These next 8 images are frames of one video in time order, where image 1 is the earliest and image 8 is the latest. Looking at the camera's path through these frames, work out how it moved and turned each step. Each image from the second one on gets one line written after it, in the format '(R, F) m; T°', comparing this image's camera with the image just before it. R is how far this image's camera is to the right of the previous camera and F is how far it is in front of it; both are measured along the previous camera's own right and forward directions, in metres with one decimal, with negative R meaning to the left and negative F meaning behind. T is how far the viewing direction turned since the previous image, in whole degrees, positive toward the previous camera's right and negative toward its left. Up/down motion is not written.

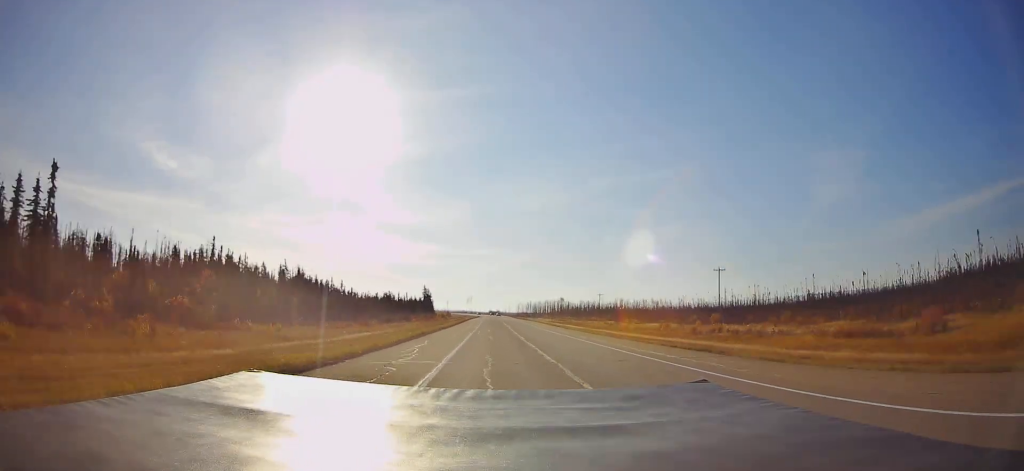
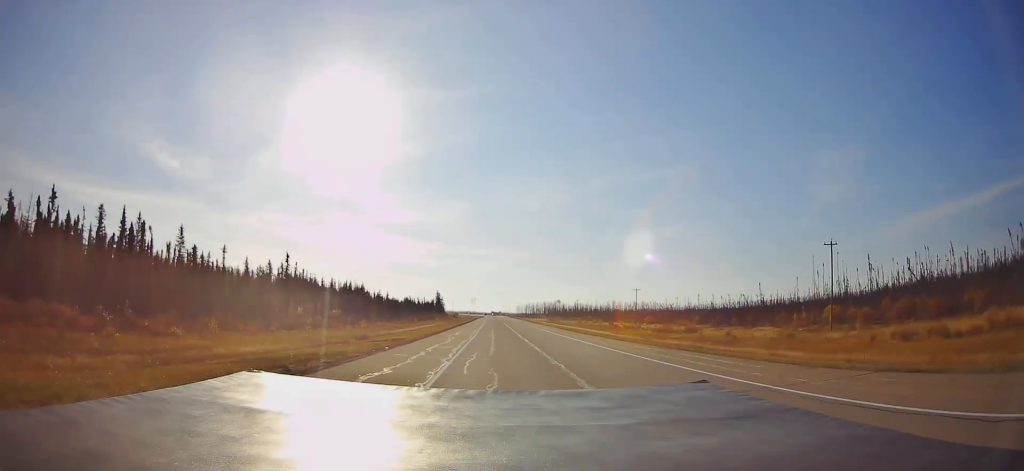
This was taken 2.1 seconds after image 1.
(0.0, +54.1) m; 0°
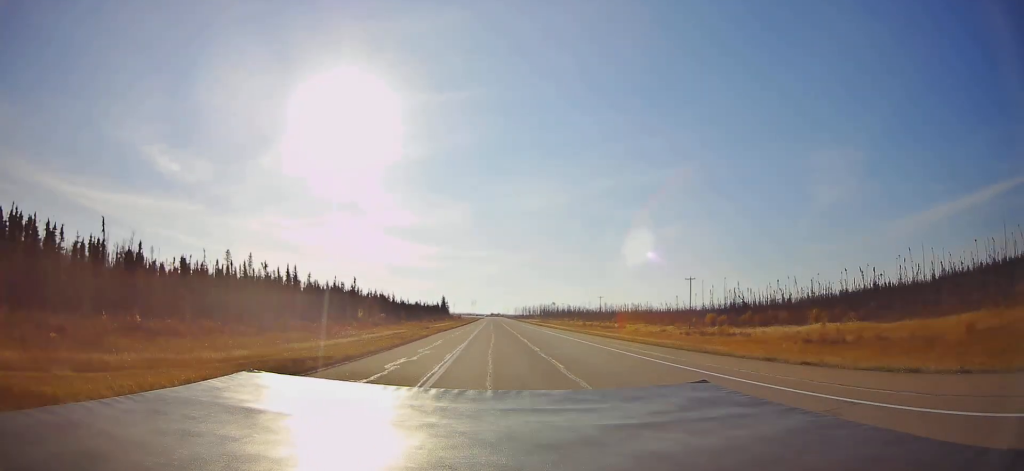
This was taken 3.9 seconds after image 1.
(0.0, +46.5) m; 0°
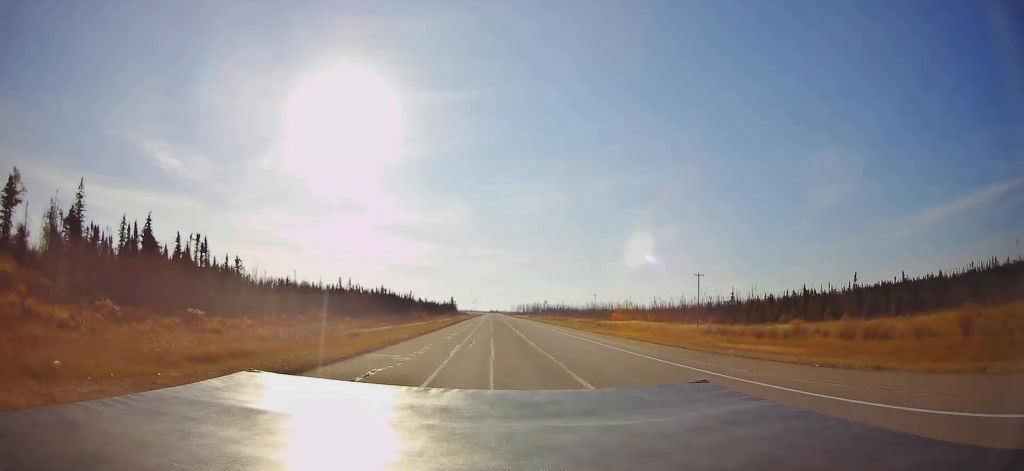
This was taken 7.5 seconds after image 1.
(0.0, +93.8) m; 0°
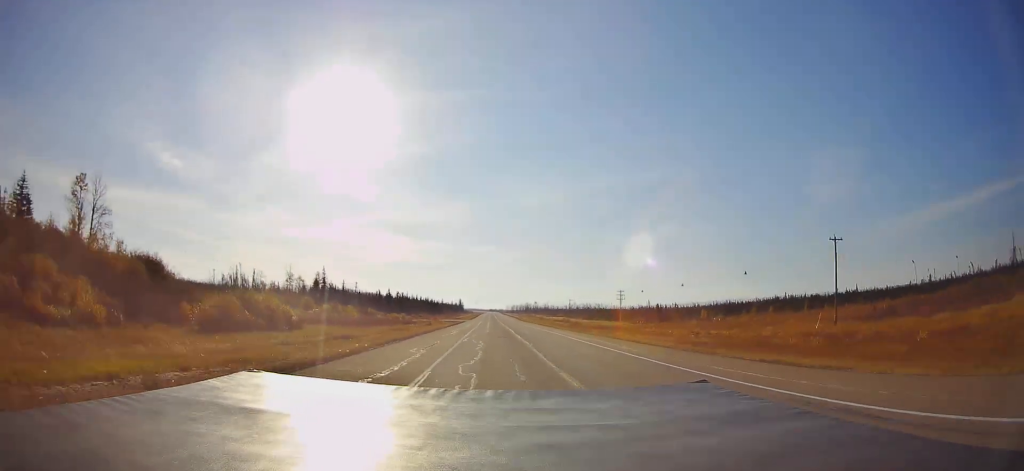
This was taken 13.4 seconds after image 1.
(-0.8, +156.5) m; 0°
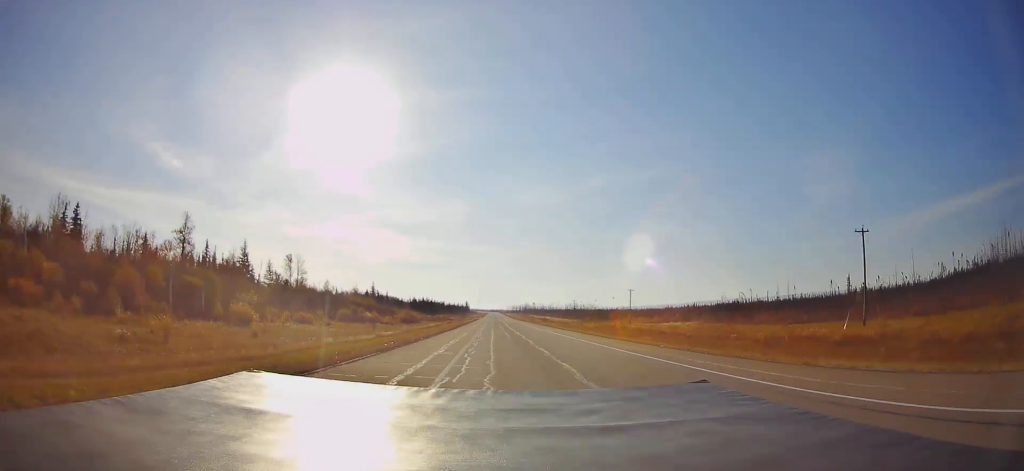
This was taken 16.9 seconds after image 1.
(+0.1, +94.2) m; 0°
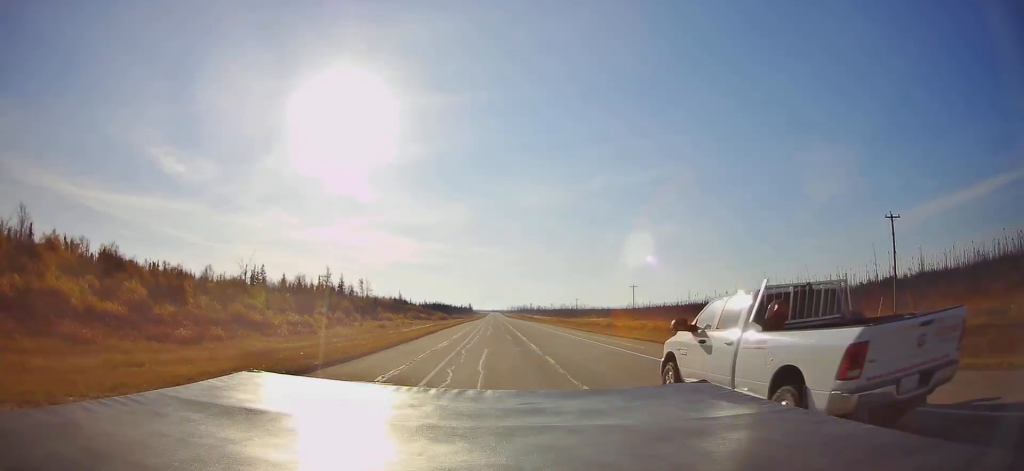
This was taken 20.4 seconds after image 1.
(+0.1, +94.5) m; 0°
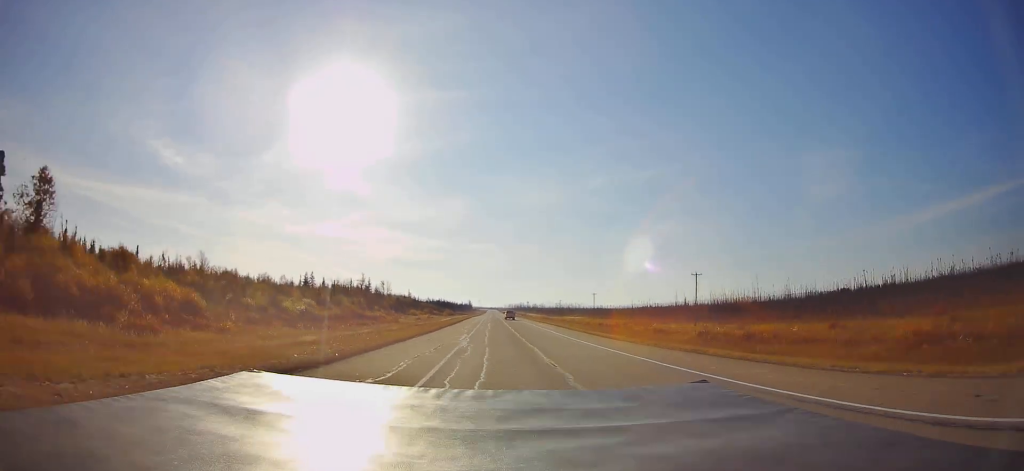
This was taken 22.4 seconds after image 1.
(0.0, +53.9) m; 0°
